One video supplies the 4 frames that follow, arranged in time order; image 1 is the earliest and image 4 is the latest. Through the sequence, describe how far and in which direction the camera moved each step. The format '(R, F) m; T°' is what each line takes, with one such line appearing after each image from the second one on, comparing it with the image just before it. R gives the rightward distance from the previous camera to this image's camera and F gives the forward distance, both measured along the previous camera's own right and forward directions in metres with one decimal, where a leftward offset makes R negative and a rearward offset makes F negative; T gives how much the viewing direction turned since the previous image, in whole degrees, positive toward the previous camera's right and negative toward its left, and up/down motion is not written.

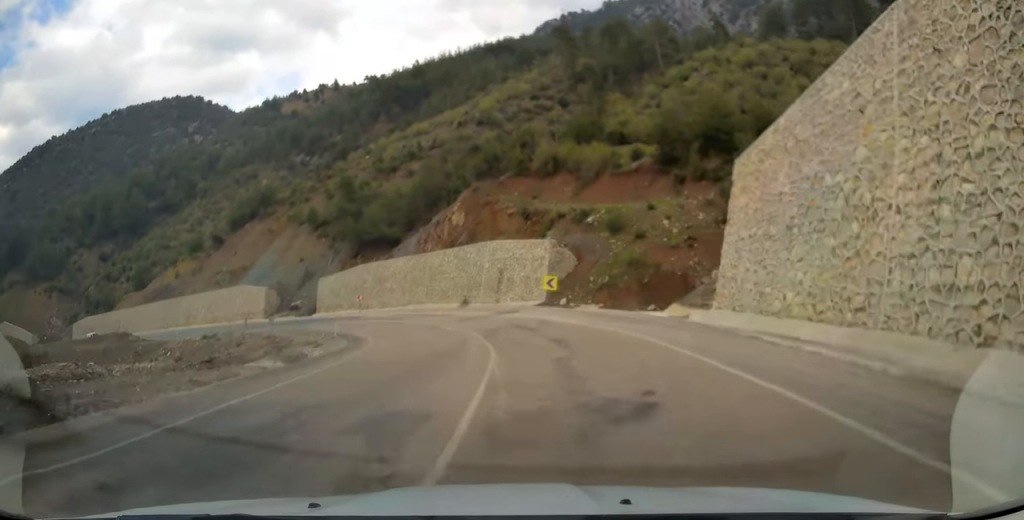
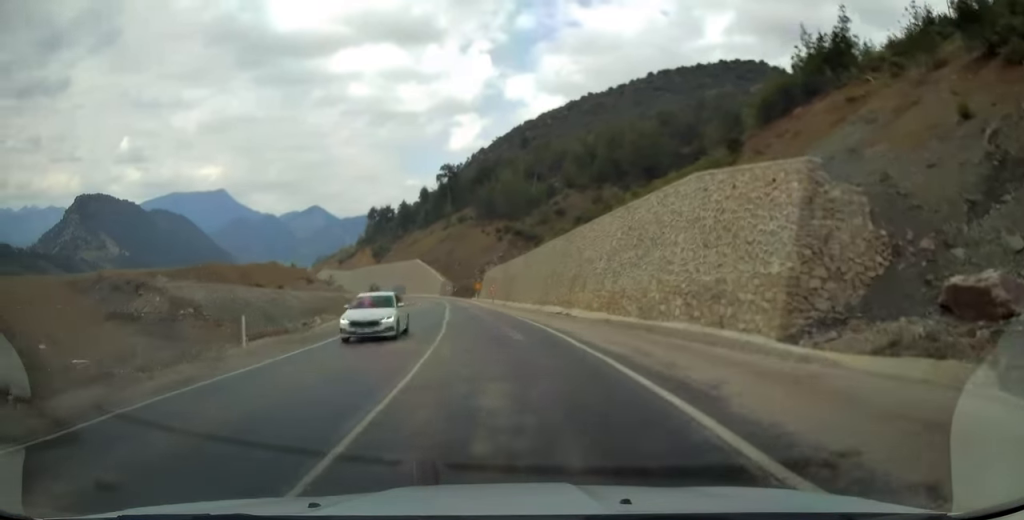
(-35.6, +69.9) m; -56°
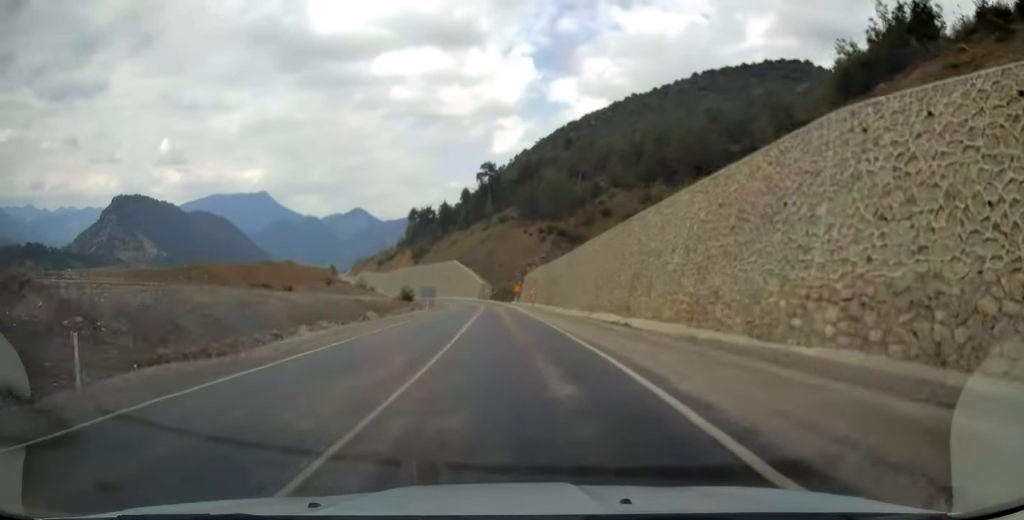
(-0.4, +9.1) m; -3°
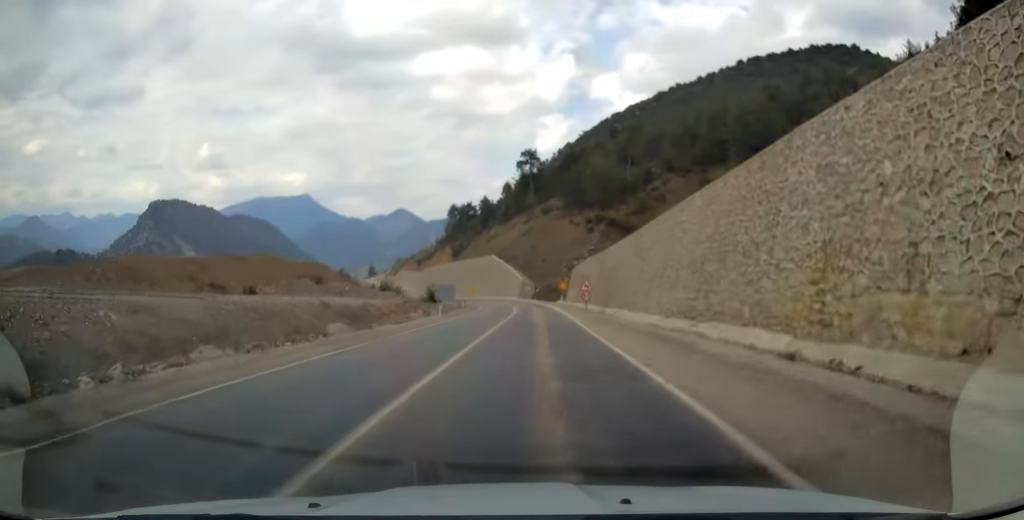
(-0.8, +17.5) m; -4°
